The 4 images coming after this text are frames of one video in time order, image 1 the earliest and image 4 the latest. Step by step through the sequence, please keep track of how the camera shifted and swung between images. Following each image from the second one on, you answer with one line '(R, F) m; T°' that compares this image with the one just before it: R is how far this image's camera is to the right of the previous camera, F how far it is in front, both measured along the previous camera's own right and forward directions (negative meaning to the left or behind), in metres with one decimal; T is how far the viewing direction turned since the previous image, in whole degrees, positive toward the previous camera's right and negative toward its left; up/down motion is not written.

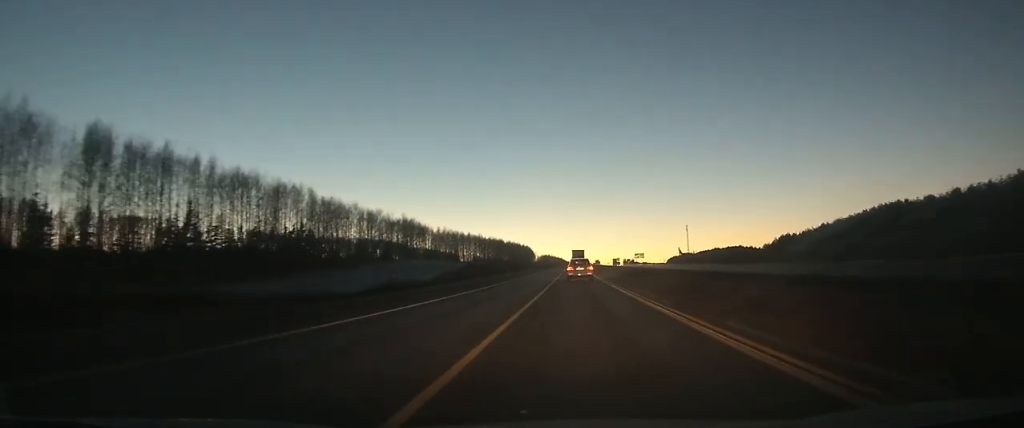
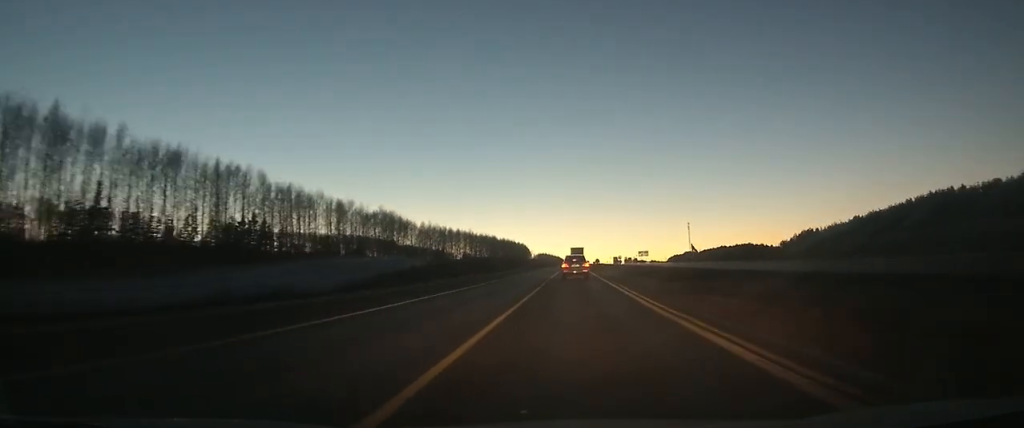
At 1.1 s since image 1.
(-0.1, +24.5) m; 0°
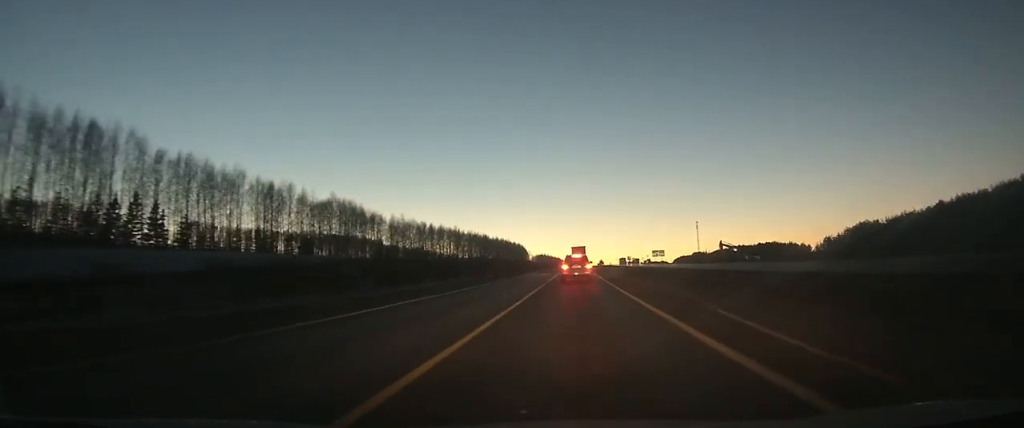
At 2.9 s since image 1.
(0.0, +41.1) m; 0°
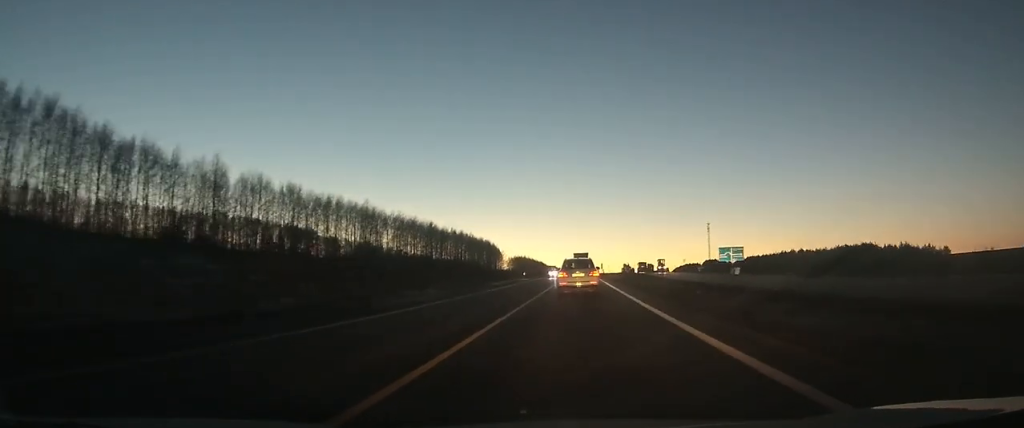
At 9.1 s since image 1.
(+0.6, +114.4) m; +1°
